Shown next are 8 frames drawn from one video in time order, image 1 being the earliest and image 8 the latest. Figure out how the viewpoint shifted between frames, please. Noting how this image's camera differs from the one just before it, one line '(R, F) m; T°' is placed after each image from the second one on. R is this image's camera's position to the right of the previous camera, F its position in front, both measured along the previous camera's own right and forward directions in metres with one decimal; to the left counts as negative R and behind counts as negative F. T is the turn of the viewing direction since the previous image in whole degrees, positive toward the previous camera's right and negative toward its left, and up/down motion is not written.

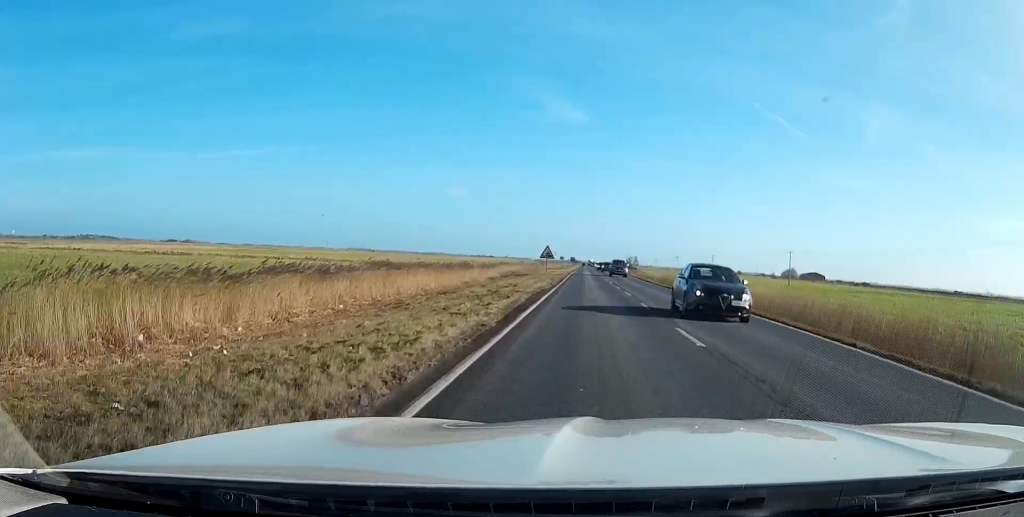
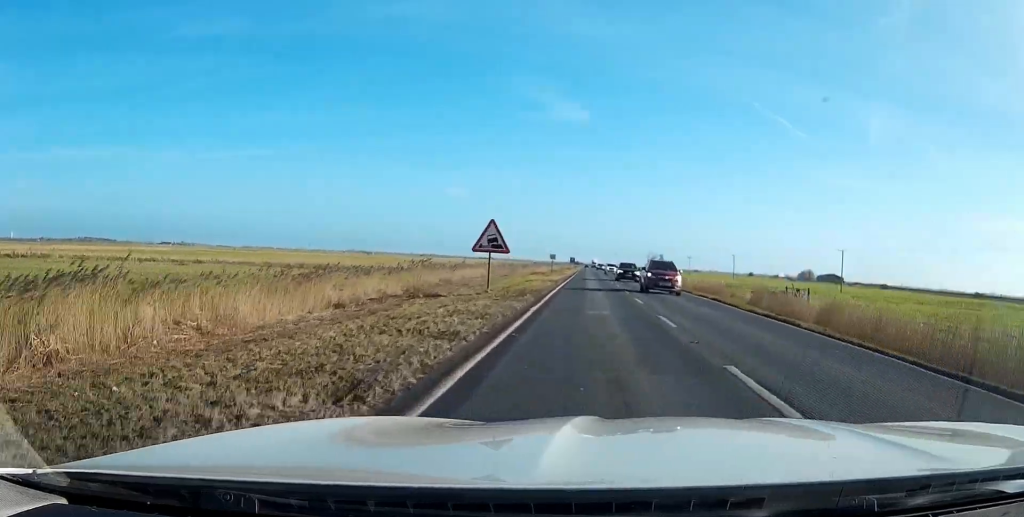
(-0.1, +42.1) m; 0°
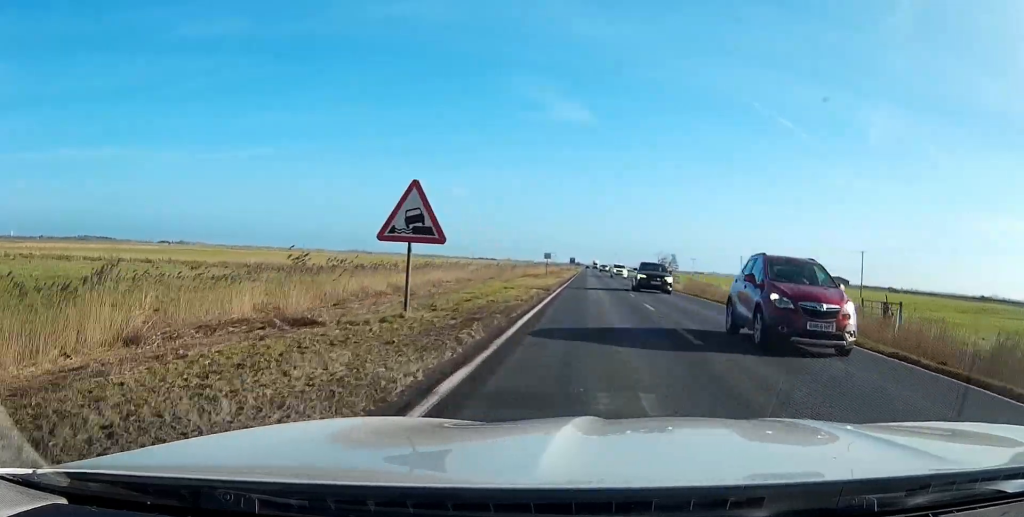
(0.0, +12.3) m; 0°
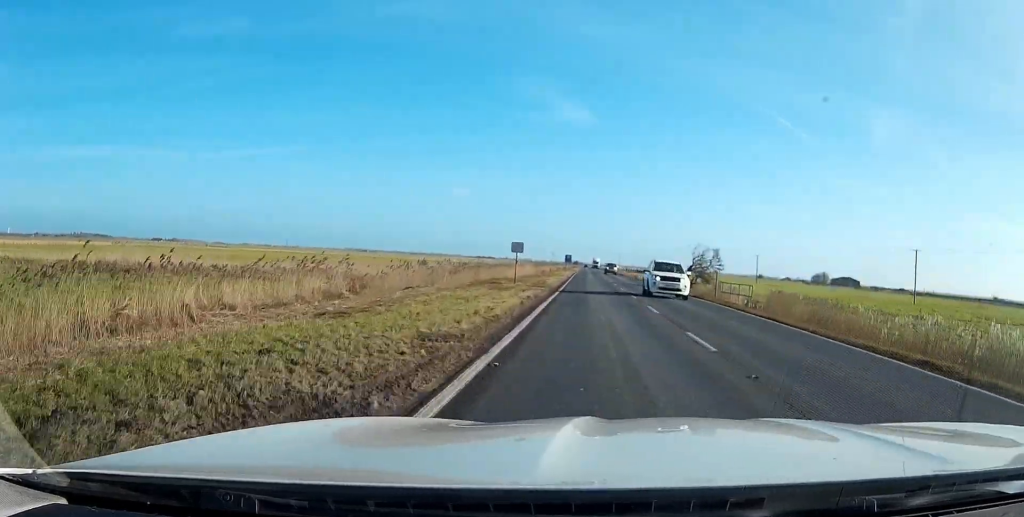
(0.0, +28.0) m; 0°
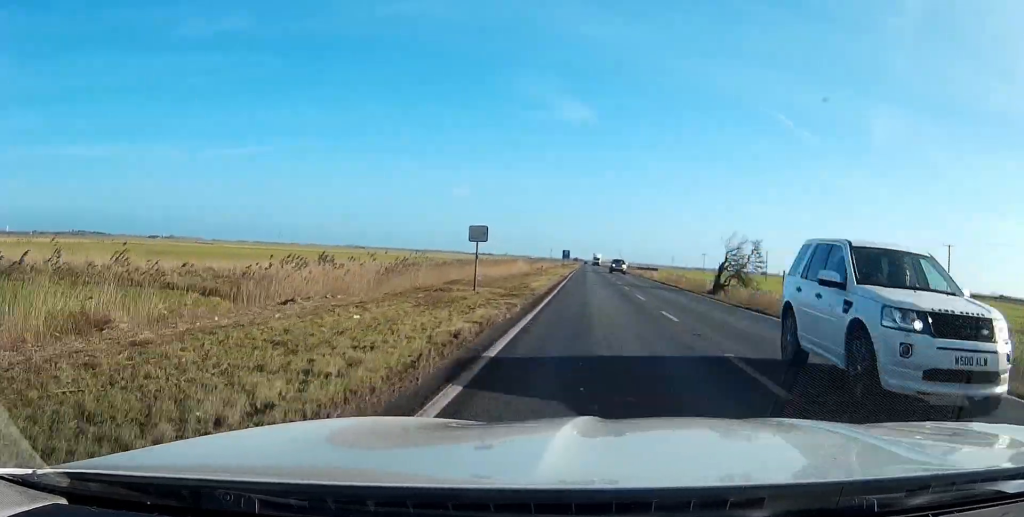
(0.0, +13.3) m; 0°
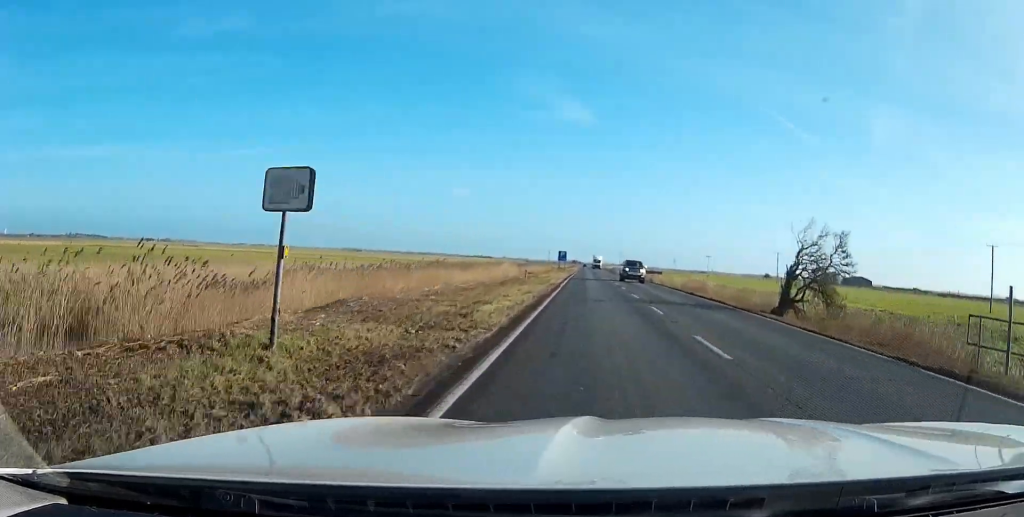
(+0.1, +15.0) m; 0°
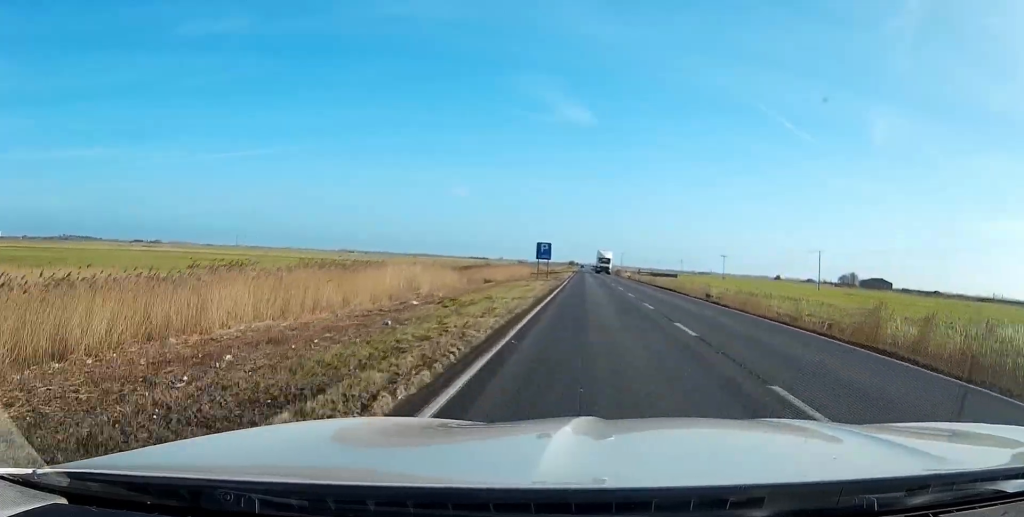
(-0.3, +41.9) m; 0°
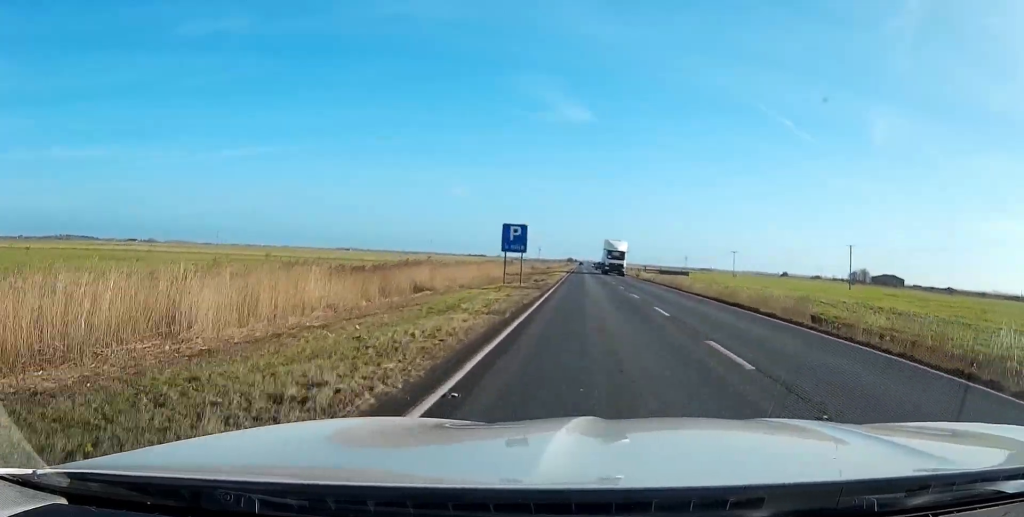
(+0.1, +22.8) m; 0°
